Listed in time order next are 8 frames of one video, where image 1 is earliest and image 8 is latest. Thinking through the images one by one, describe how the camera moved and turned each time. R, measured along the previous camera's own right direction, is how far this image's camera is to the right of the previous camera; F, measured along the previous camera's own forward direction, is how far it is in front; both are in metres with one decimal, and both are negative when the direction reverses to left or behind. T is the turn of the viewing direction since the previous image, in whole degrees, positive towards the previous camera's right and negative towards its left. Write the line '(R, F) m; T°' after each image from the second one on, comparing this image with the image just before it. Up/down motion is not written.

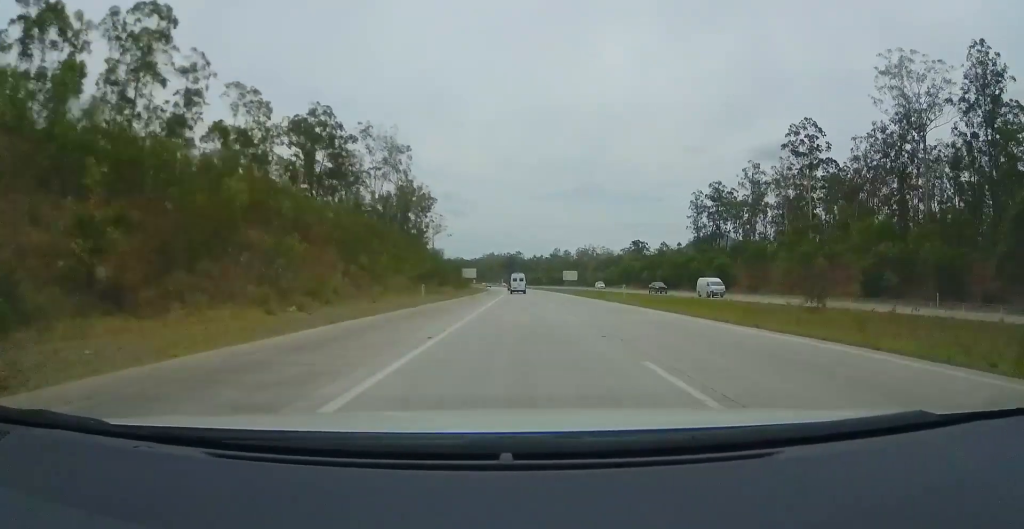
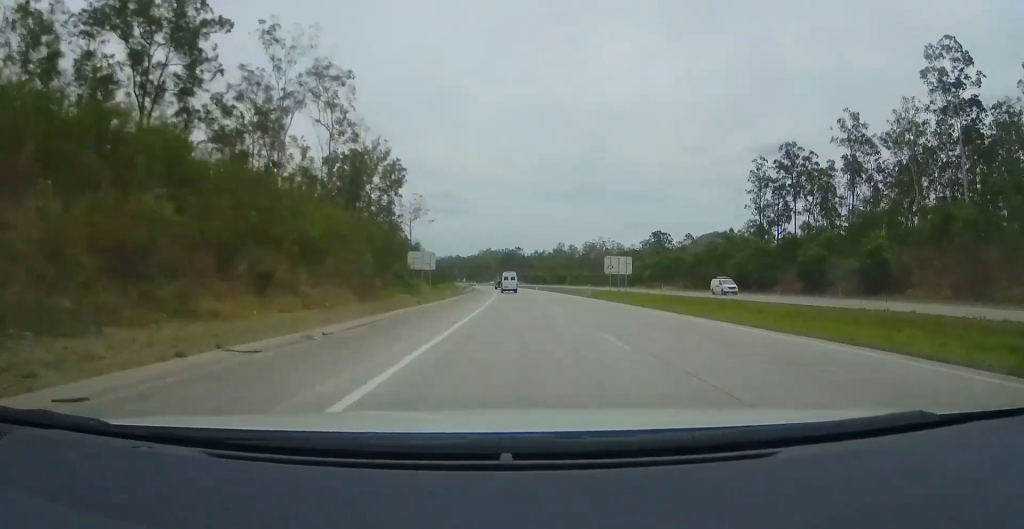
(+0.2, +45.1) m; -1°
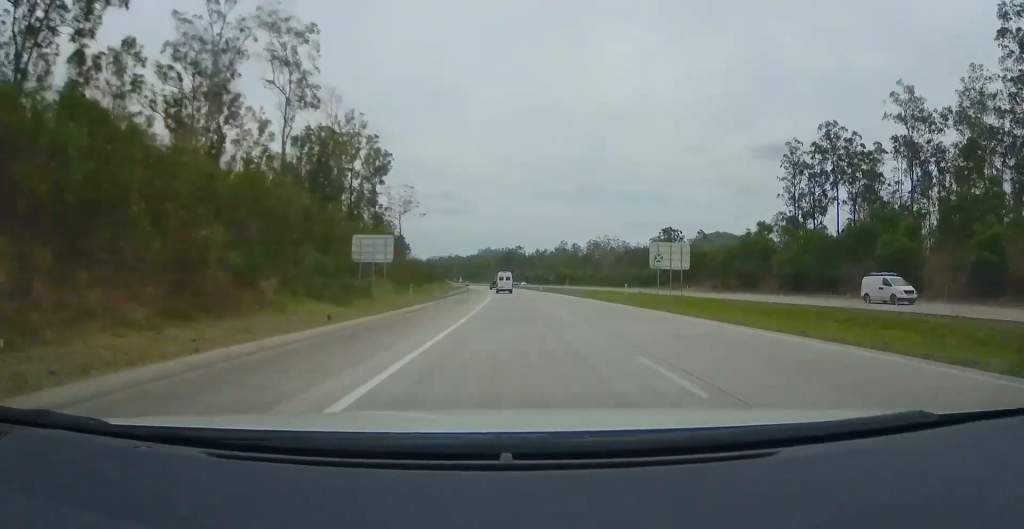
(0.0, +15.9) m; -1°
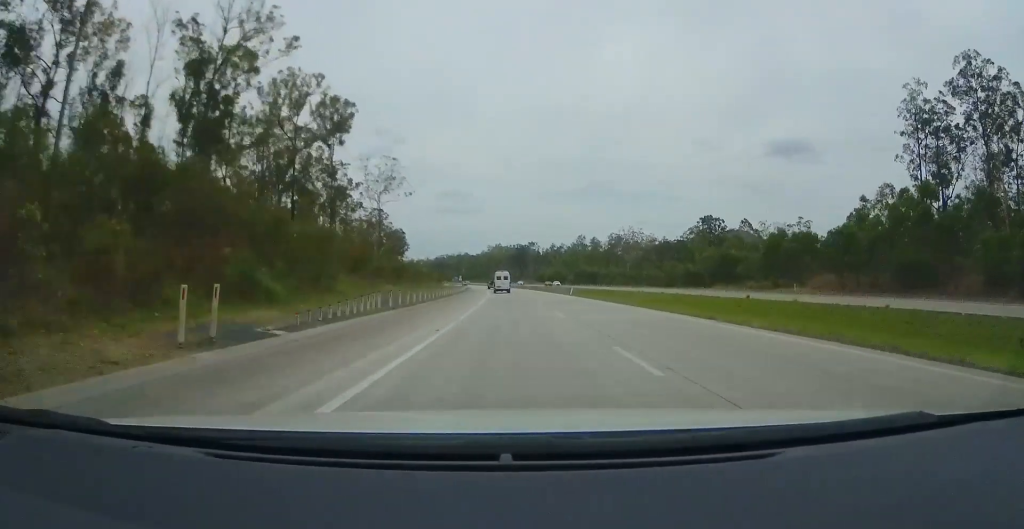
(-0.4, +36.7) m; 0°
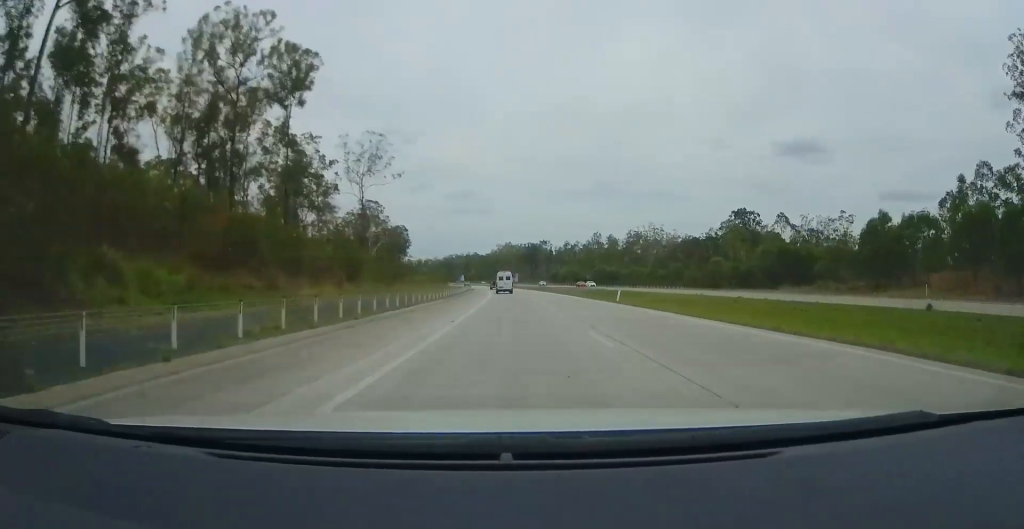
(+0.3, +20.9) m; 0°
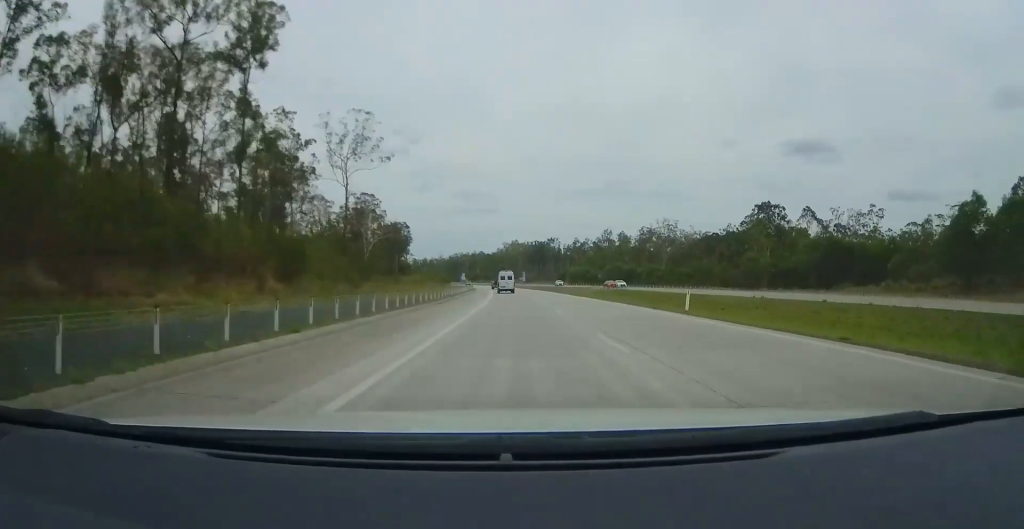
(-0.1, +13.5) m; -1°
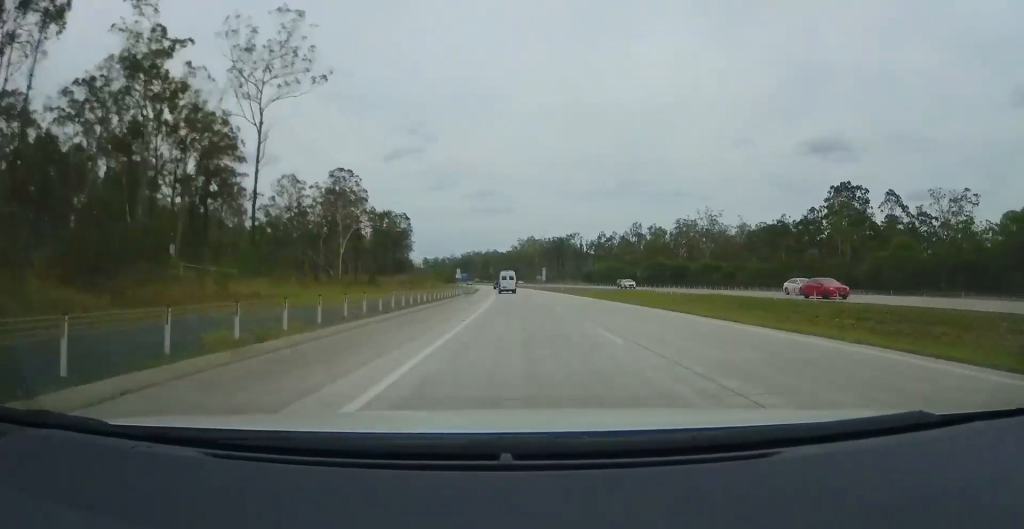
(-0.7, +35.8) m; -2°
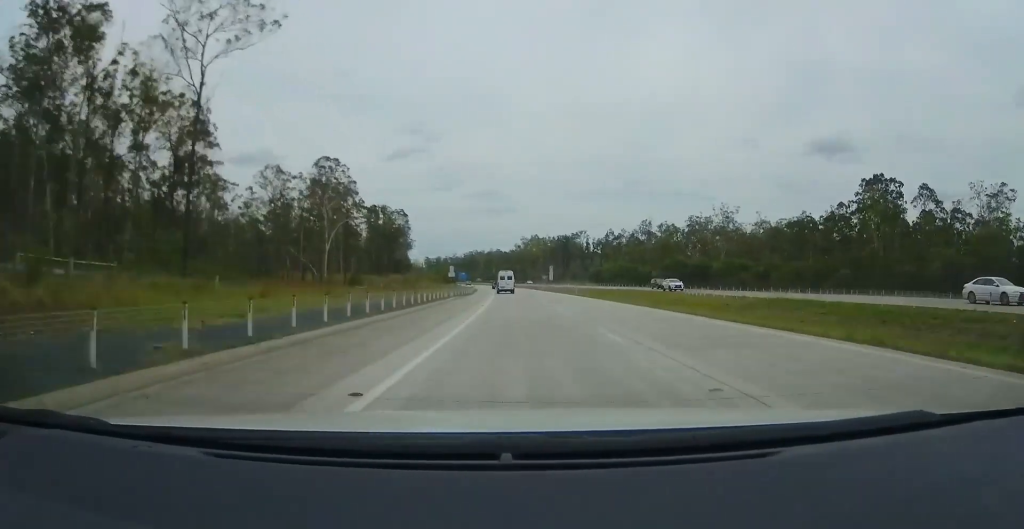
(0.0, +12.4) m; -1°
